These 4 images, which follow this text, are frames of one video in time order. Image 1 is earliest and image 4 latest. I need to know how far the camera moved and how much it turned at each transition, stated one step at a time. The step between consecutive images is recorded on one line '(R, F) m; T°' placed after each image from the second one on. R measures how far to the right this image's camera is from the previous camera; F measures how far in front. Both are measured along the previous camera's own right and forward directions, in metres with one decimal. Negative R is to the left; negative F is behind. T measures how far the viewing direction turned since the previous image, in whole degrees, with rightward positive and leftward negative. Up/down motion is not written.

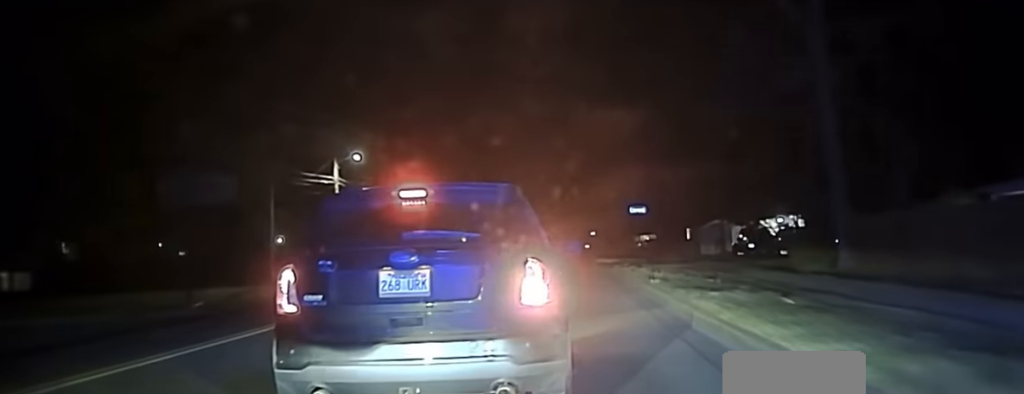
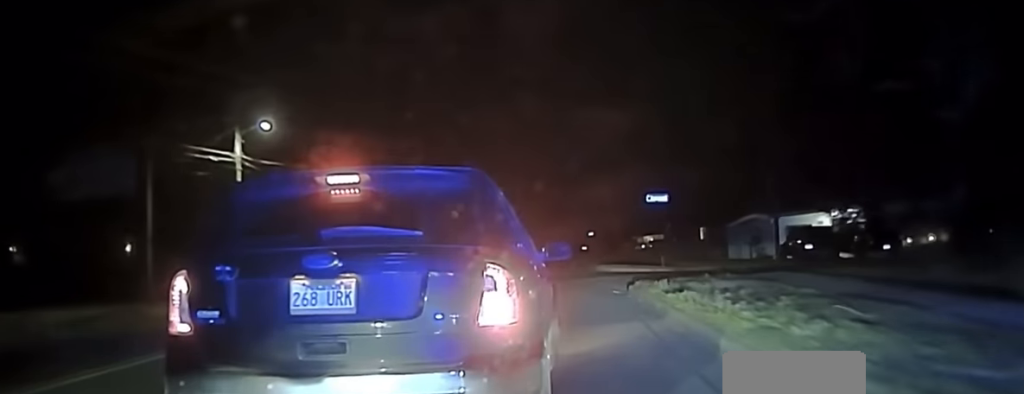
(-0.2, +15.3) m; 0°
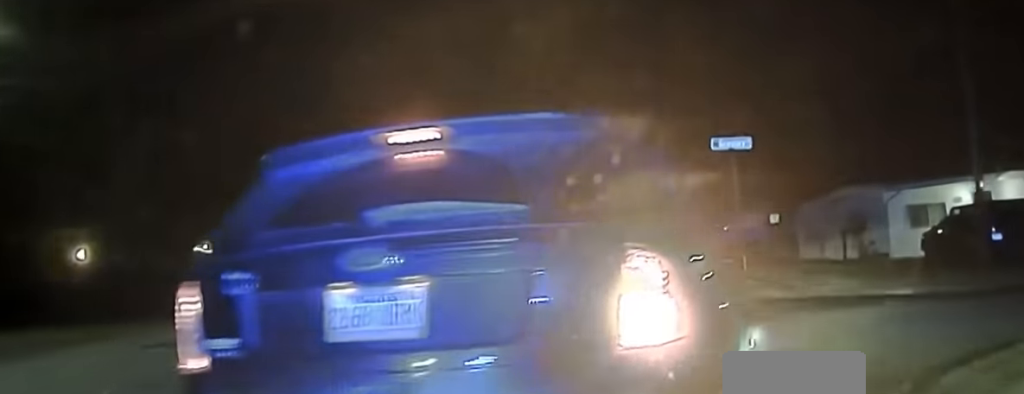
(-0.3, +18.3) m; +9°
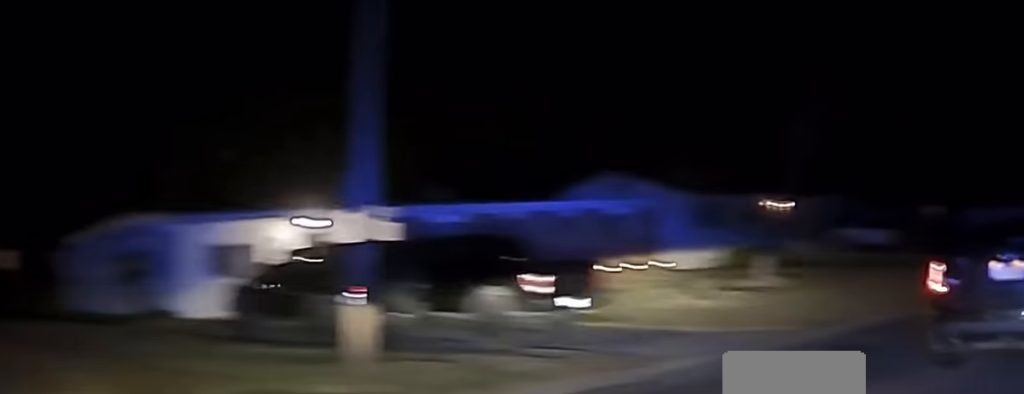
(+7.4, +9.4) m; +59°
